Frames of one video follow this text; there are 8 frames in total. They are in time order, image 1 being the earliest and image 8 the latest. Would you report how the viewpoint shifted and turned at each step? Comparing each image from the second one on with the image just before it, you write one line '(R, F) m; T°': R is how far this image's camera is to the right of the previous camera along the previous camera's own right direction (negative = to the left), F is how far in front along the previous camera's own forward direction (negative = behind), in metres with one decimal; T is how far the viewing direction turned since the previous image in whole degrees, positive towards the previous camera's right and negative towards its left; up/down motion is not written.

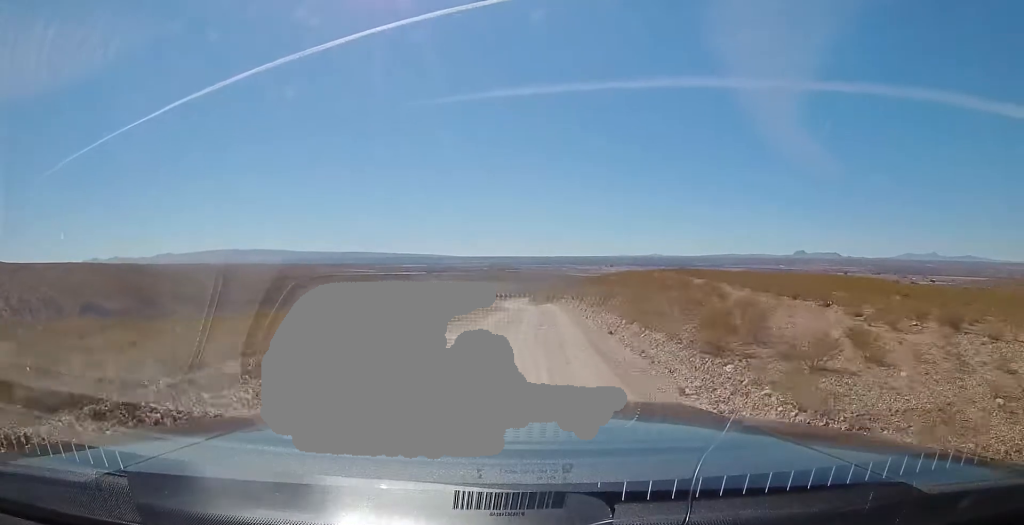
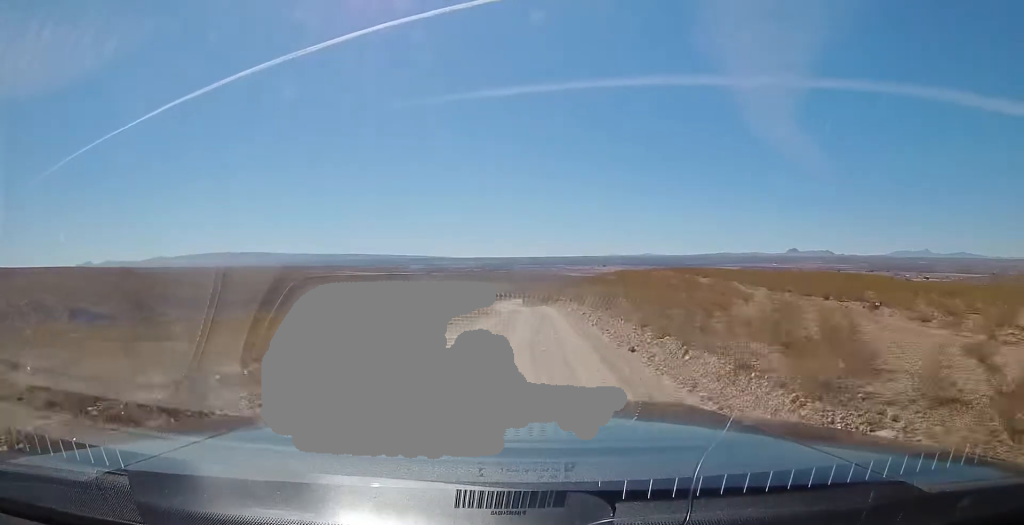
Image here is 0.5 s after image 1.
(0.0, +4.8) m; +1°
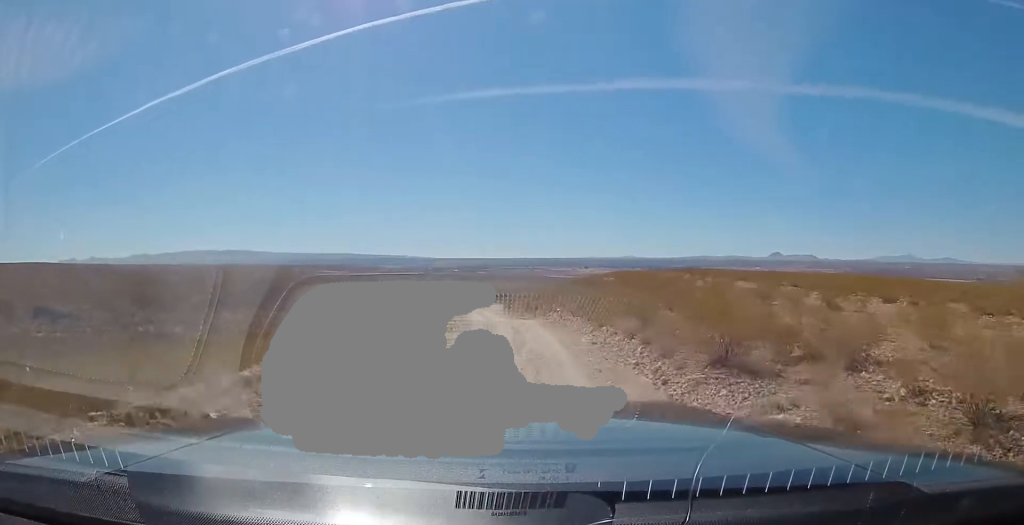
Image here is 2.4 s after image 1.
(+0.7, +16.8) m; +2°
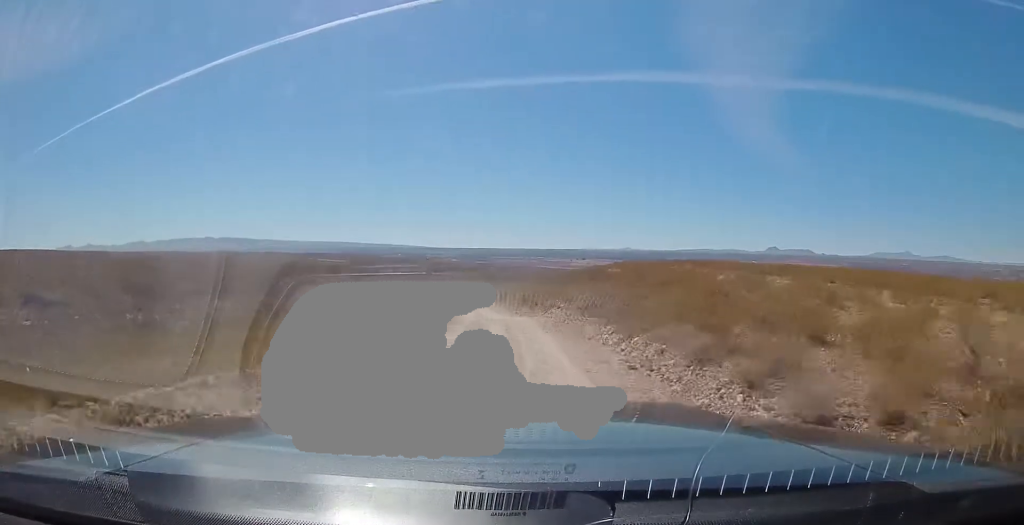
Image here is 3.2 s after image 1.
(-0.1, +6.3) m; -1°
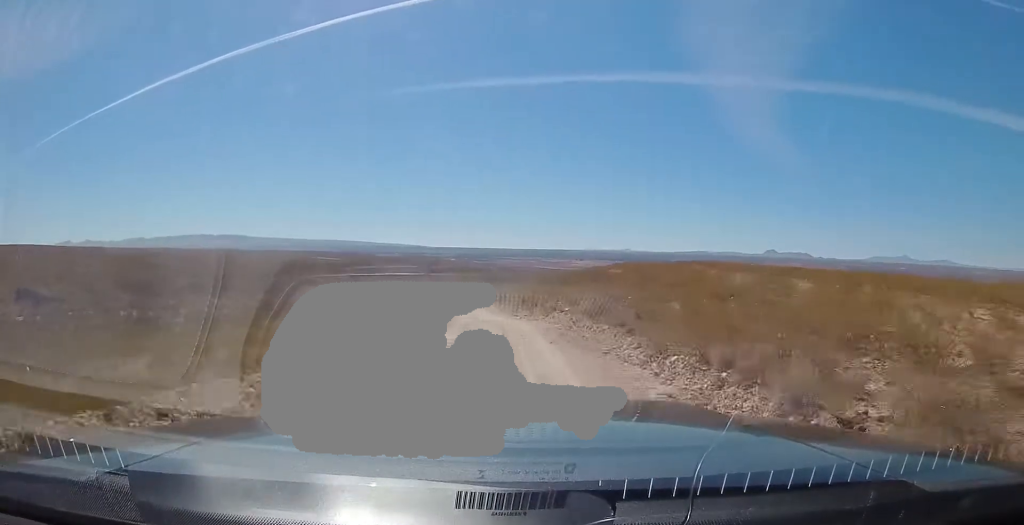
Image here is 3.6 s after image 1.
(0.0, +3.6) m; 0°
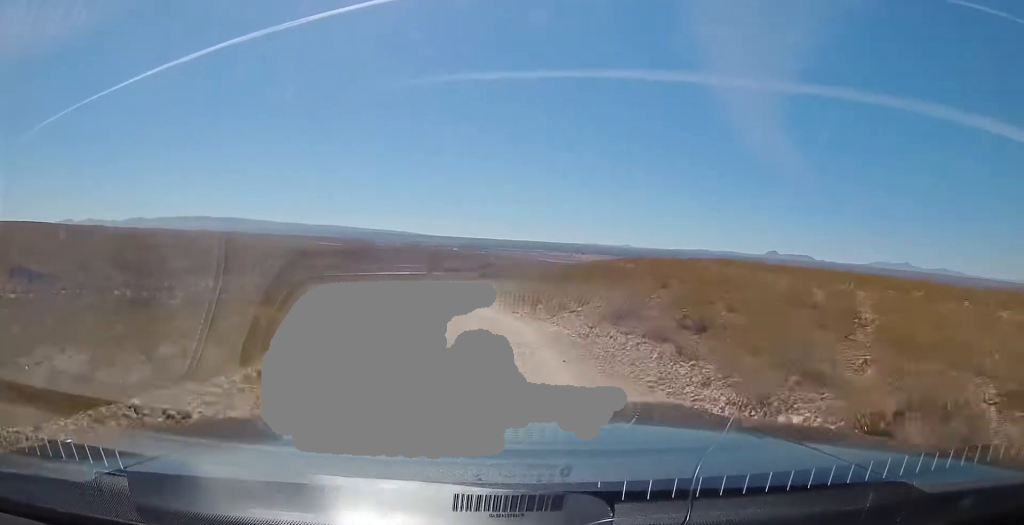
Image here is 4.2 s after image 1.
(-0.1, +4.9) m; +1°
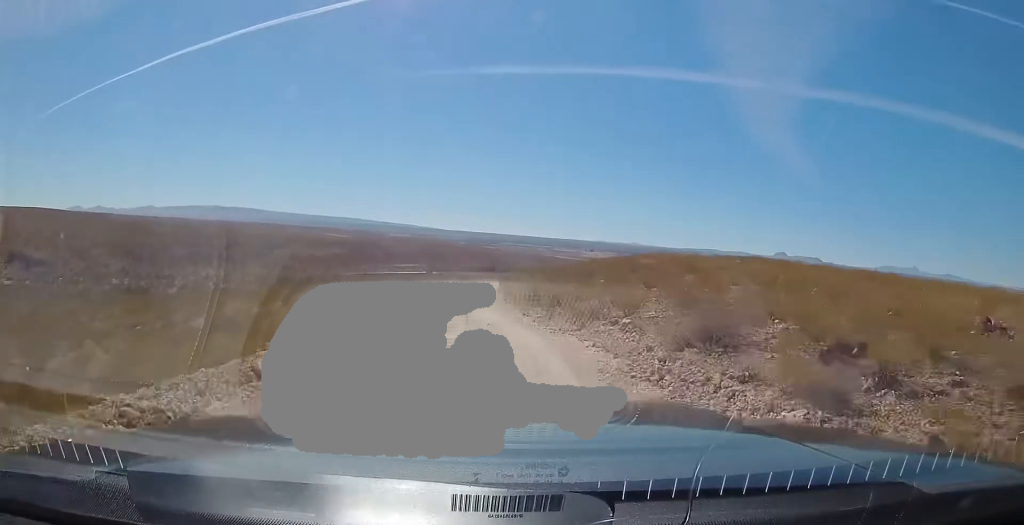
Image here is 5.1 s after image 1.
(+0.1, +7.0) m; -1°
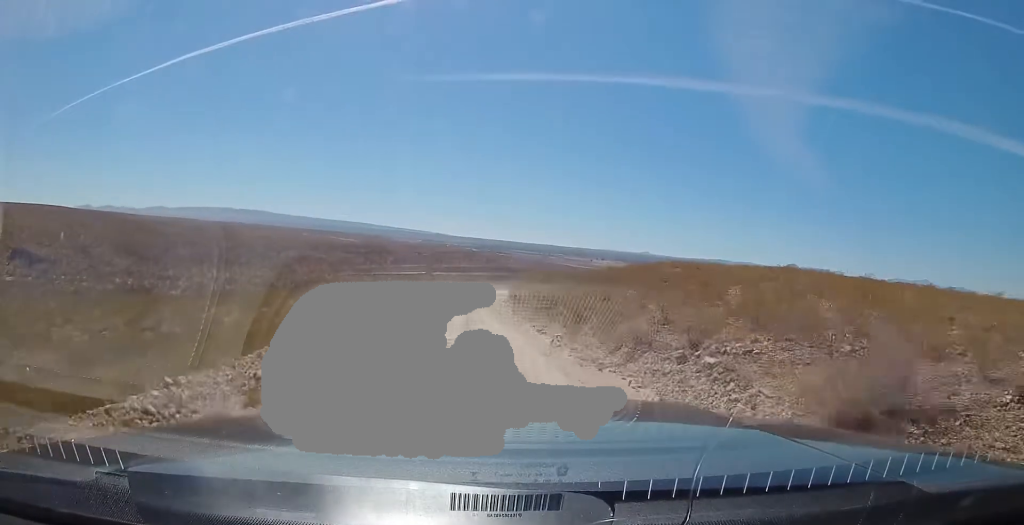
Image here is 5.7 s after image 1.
(0.0, +5.0) m; -1°
